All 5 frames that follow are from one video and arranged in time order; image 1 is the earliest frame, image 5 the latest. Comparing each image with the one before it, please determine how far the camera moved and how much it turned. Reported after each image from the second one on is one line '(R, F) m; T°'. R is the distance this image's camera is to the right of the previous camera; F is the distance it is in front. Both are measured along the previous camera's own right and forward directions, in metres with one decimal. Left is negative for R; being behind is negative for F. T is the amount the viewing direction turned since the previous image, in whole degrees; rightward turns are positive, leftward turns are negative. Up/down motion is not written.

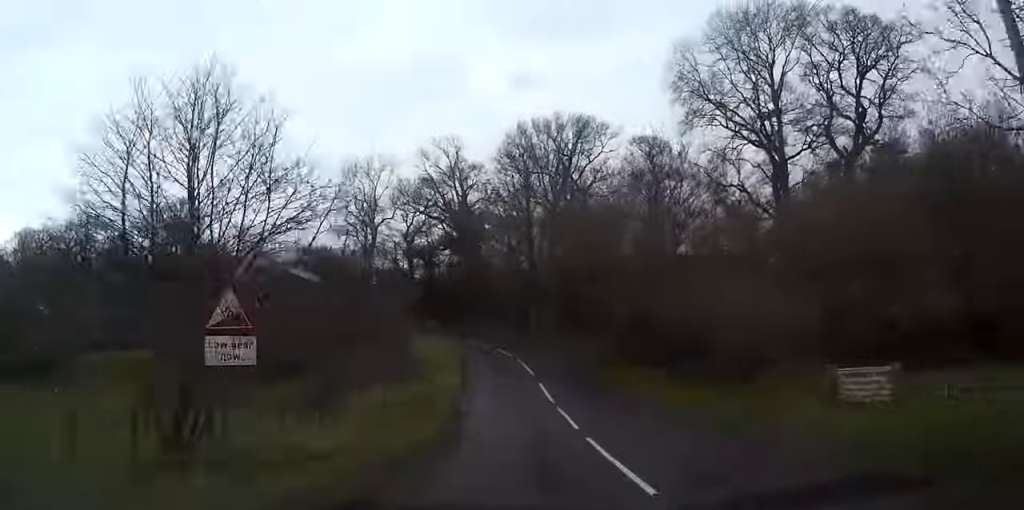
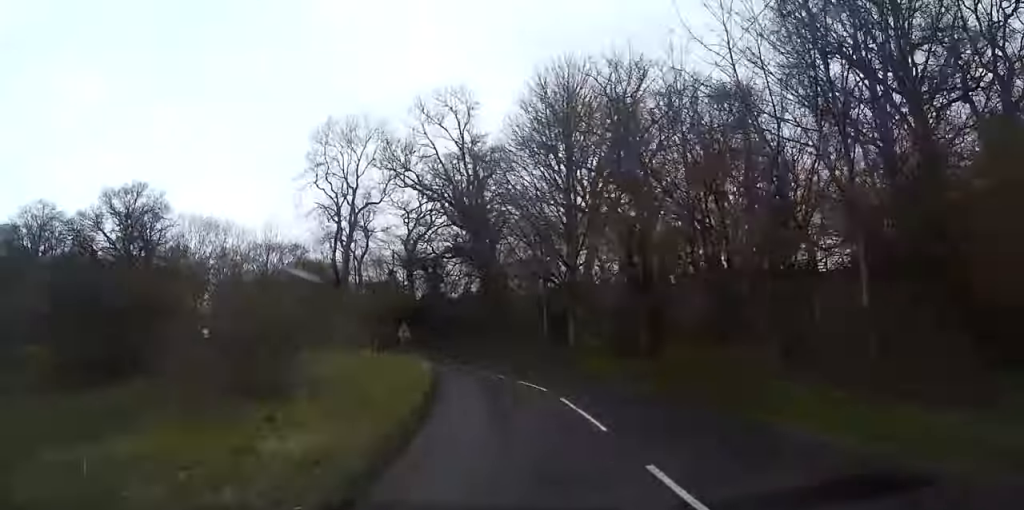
(+0.3, +22.5) m; 0°
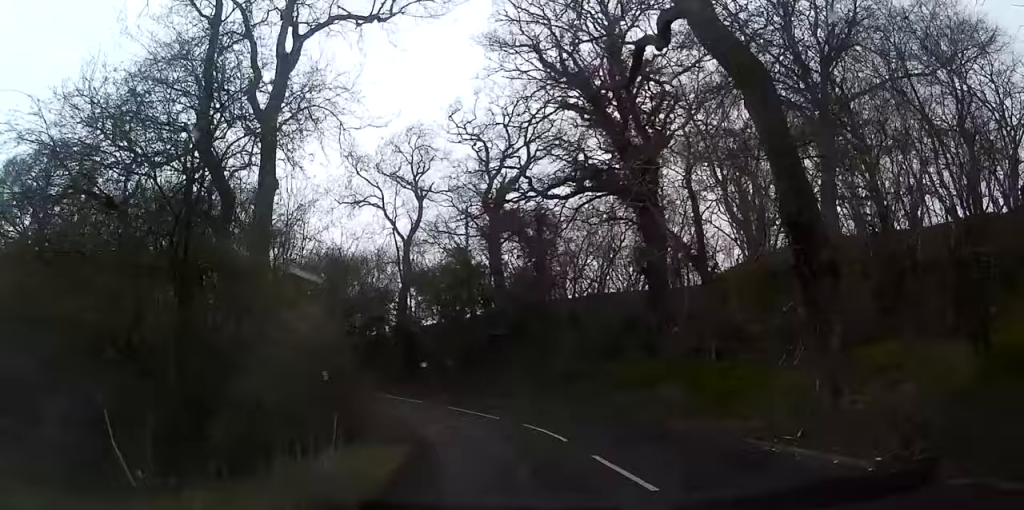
(-2.1, +40.1) m; -7°
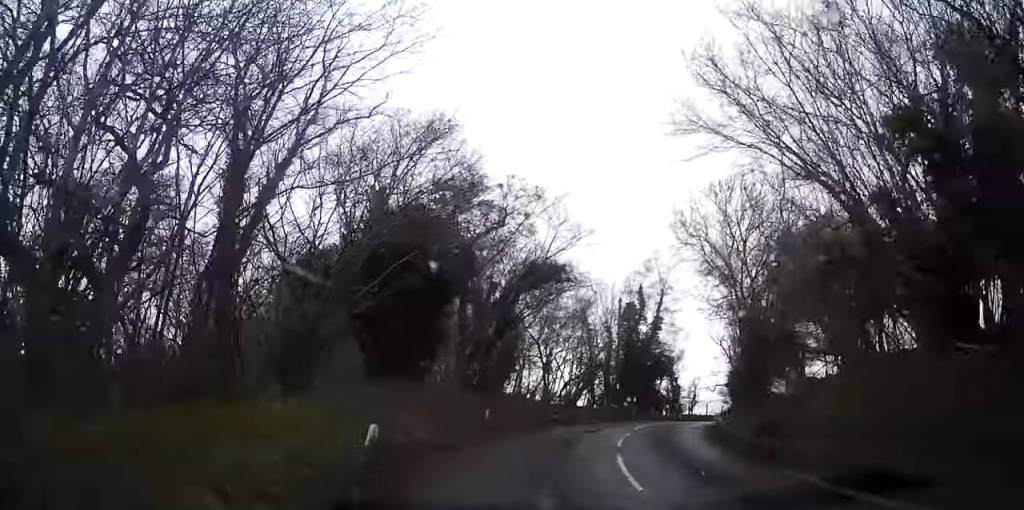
(-11.5, +45.8) m; -29°
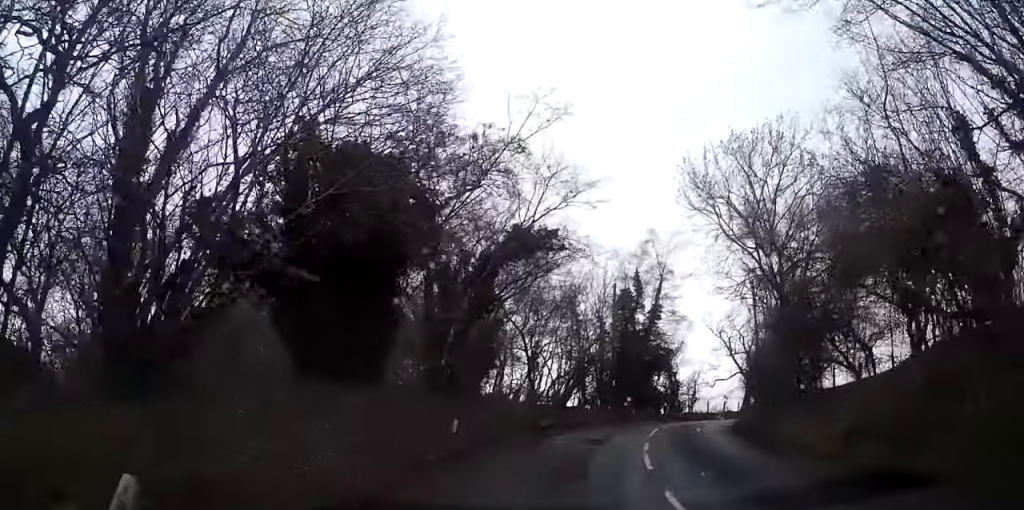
(-0.2, +6.1) m; -2°
